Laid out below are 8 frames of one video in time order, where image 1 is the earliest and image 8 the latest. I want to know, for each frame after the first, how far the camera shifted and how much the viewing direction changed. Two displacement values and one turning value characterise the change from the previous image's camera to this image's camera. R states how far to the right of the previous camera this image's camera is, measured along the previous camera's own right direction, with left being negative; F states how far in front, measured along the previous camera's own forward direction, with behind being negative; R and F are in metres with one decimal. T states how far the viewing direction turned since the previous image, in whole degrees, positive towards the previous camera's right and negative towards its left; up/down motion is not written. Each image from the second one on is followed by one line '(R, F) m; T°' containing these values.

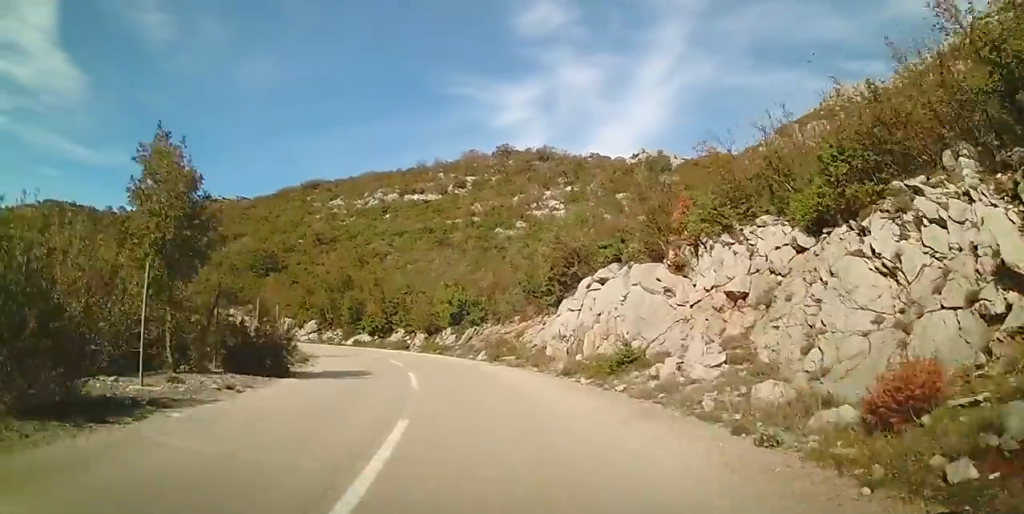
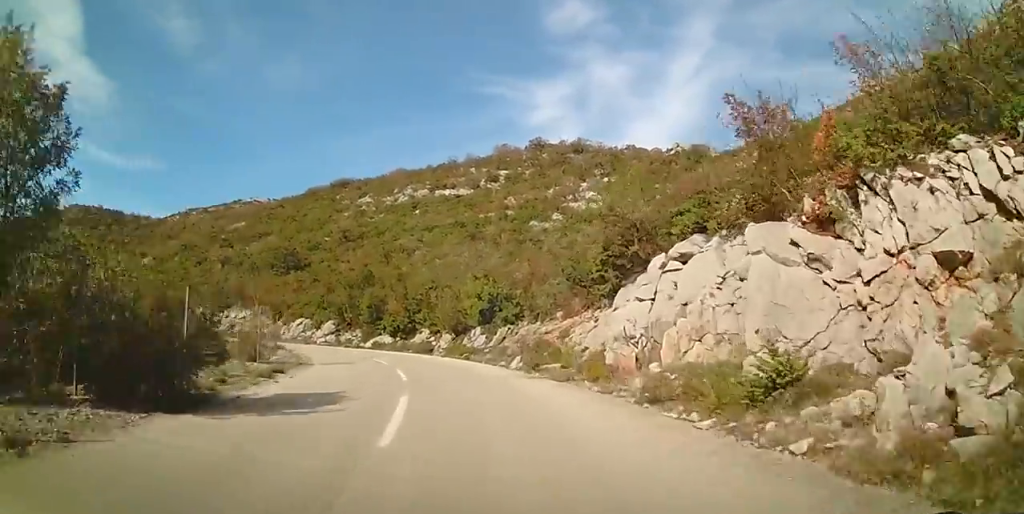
(-0.1, +6.1) m; -4°
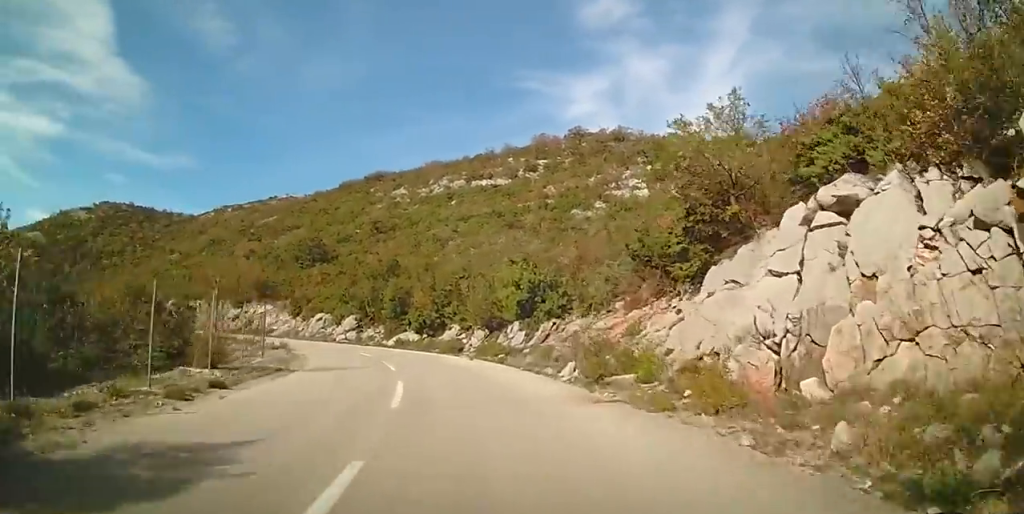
(+0.3, +6.1) m; -4°
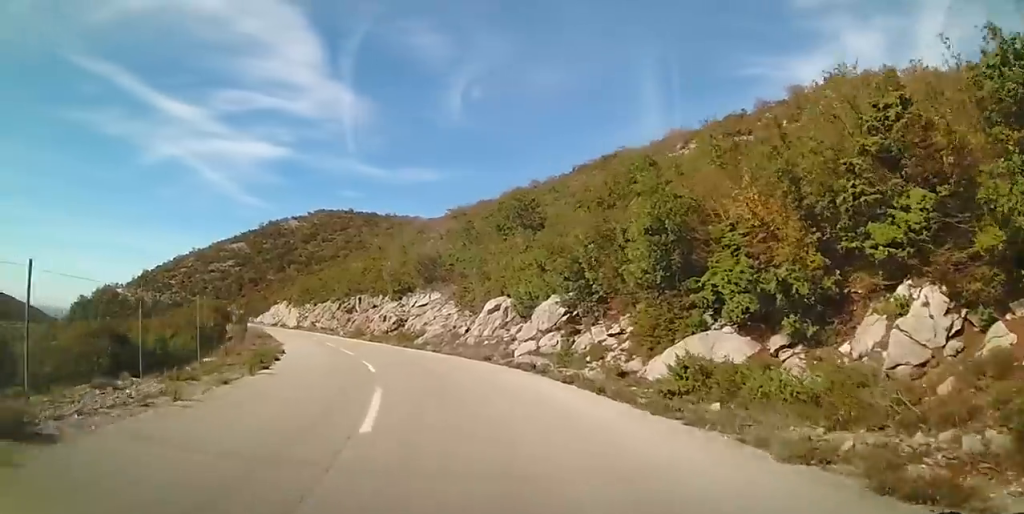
(-7.3, +28.8) m; -27°
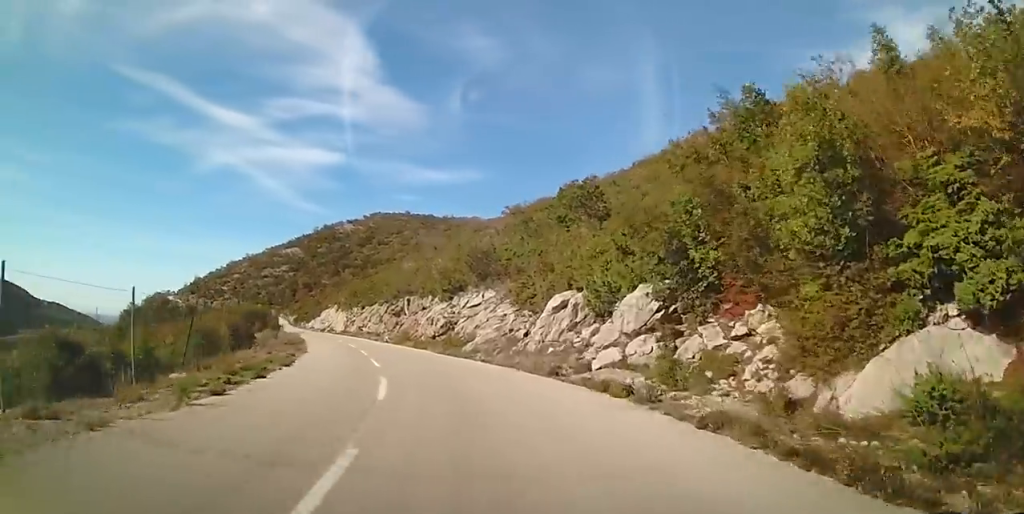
(-0.3, +5.6) m; -4°
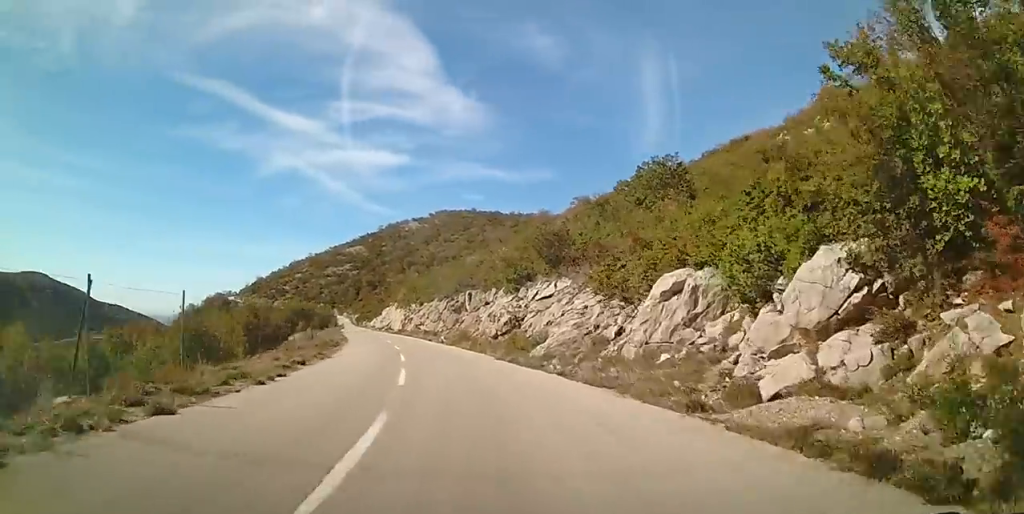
(-0.1, +6.5) m; -5°
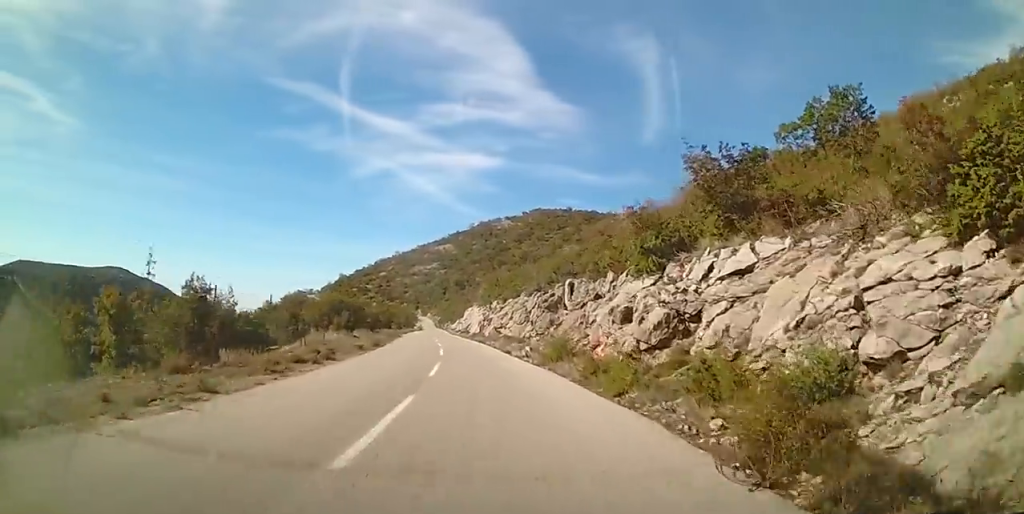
(-1.4, +15.1) m; -10°
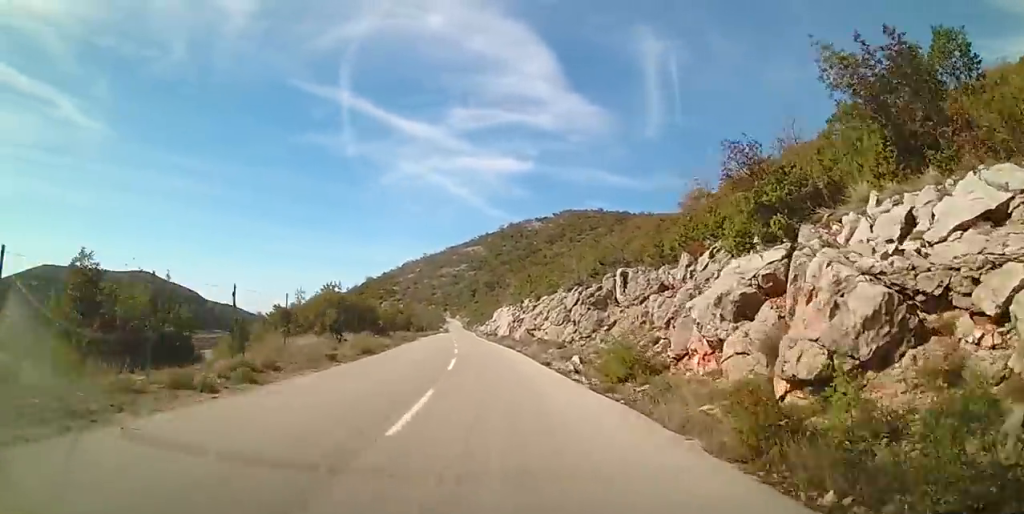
(-0.4, +7.4) m; -3°
